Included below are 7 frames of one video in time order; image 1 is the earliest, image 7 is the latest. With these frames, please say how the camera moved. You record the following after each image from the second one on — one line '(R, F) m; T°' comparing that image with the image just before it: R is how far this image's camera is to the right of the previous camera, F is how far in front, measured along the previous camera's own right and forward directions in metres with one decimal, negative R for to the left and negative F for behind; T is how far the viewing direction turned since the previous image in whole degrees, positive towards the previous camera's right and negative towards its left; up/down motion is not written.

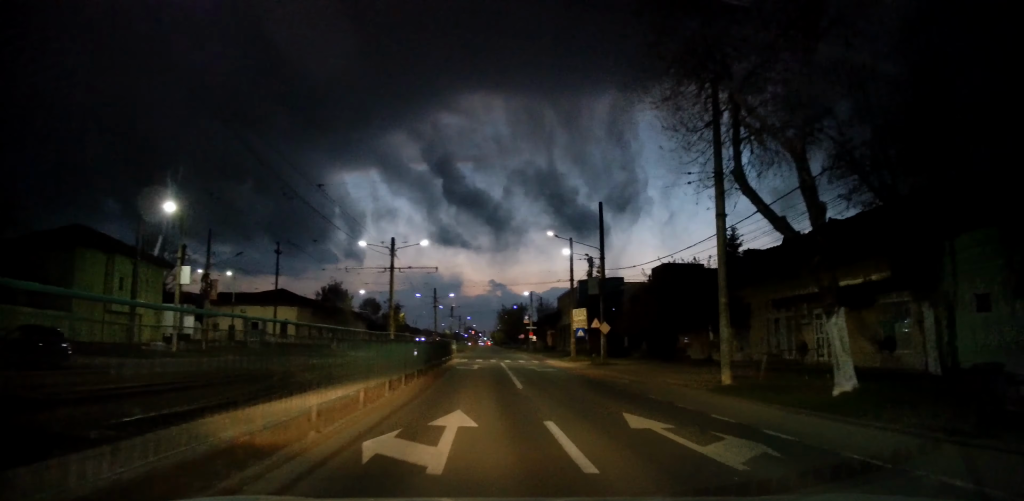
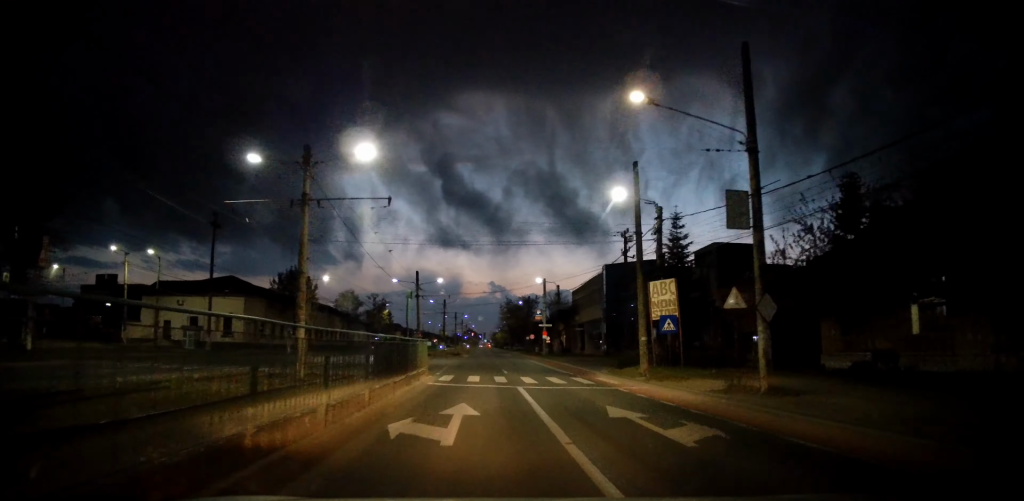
(+0.3, +18.4) m; 0°
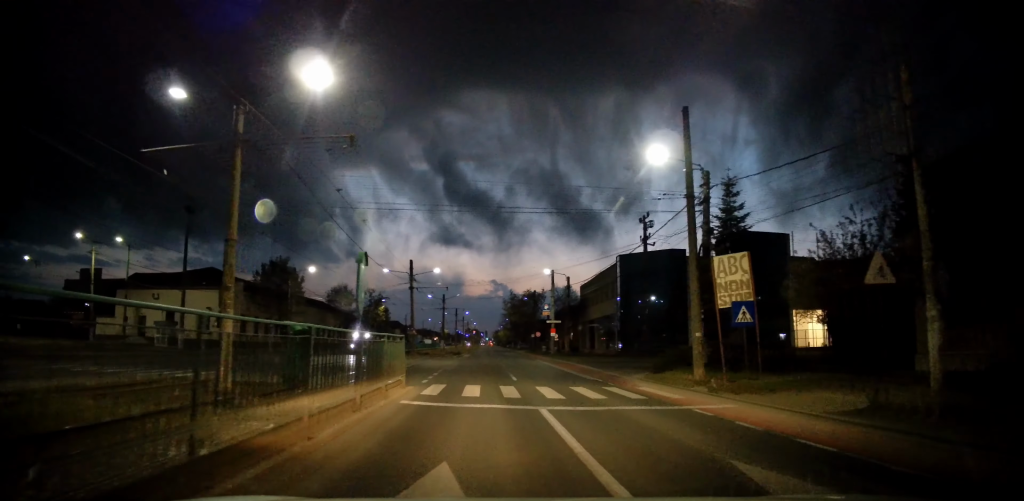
(0.0, +5.9) m; 0°
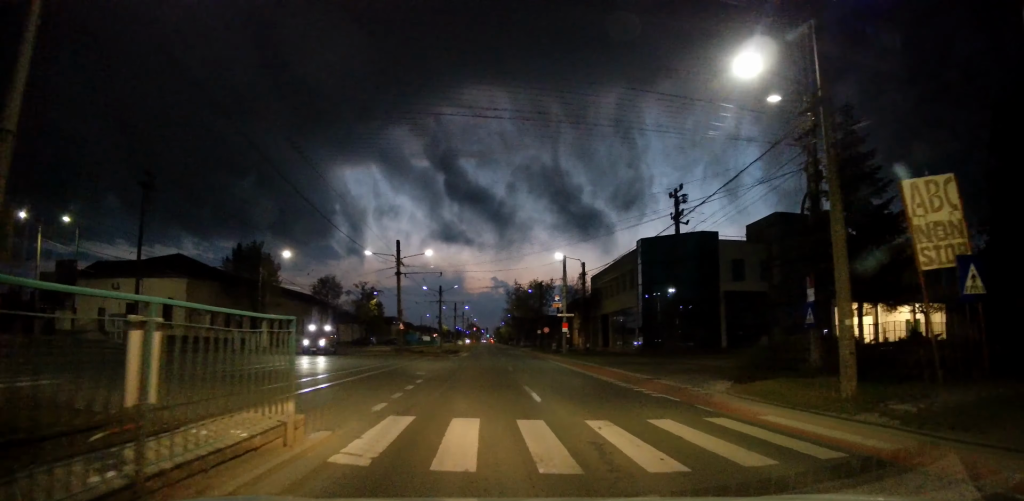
(-0.5, +8.2) m; 0°
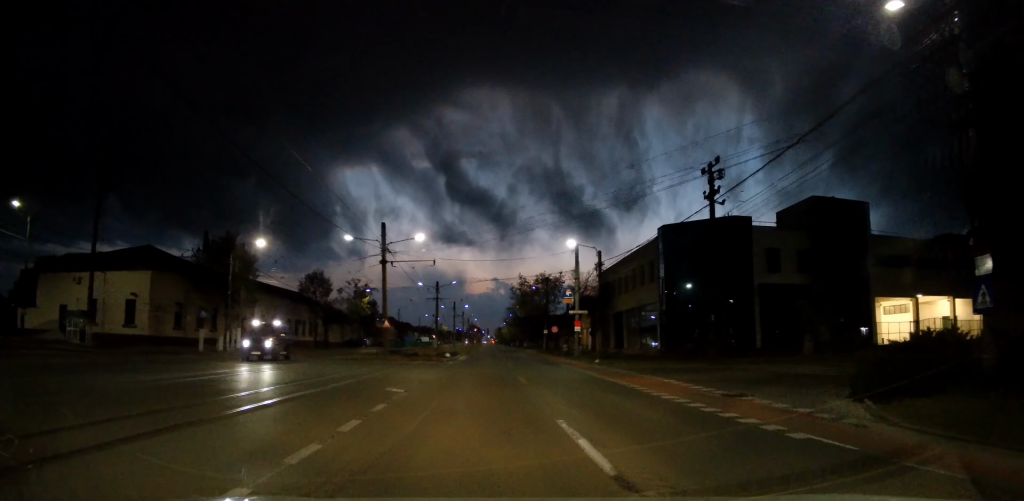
(+0.5, +6.4) m; +3°
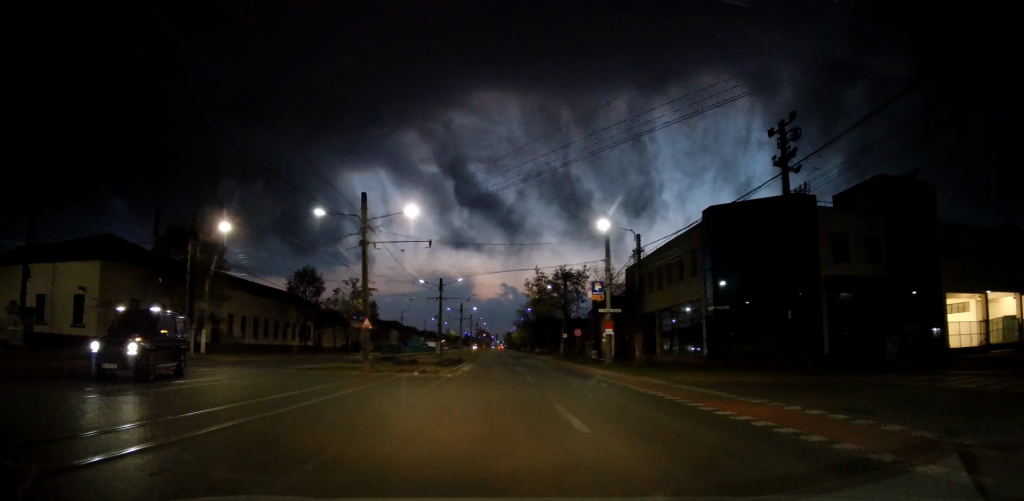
(0.0, +9.1) m; -4°
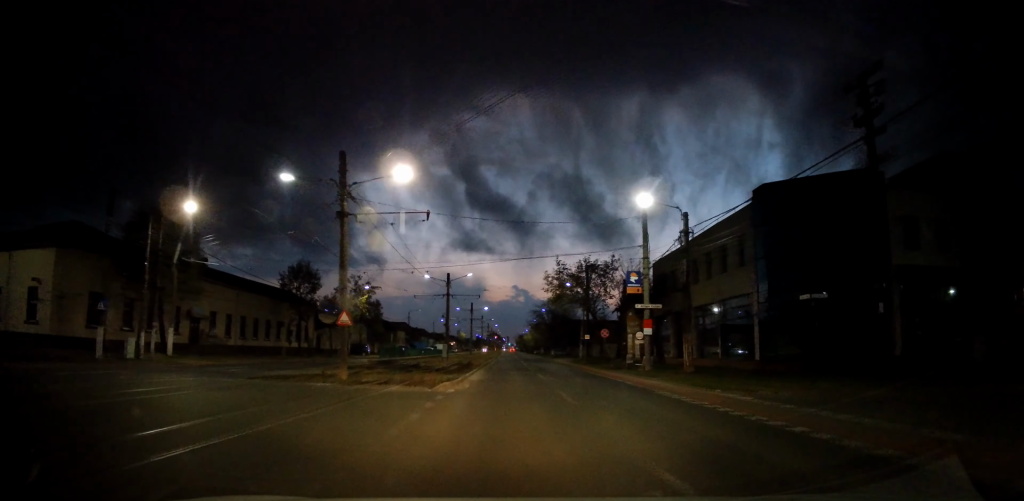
(-0.5, +6.3) m; -5°
